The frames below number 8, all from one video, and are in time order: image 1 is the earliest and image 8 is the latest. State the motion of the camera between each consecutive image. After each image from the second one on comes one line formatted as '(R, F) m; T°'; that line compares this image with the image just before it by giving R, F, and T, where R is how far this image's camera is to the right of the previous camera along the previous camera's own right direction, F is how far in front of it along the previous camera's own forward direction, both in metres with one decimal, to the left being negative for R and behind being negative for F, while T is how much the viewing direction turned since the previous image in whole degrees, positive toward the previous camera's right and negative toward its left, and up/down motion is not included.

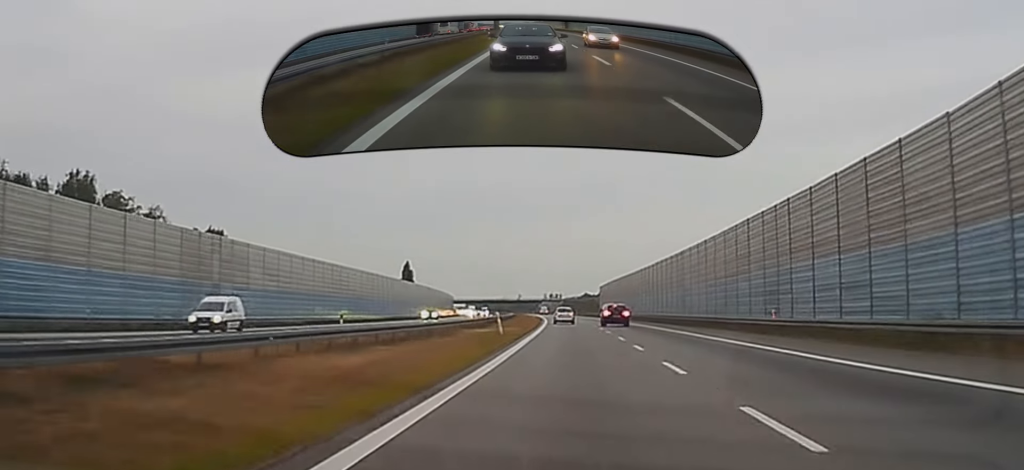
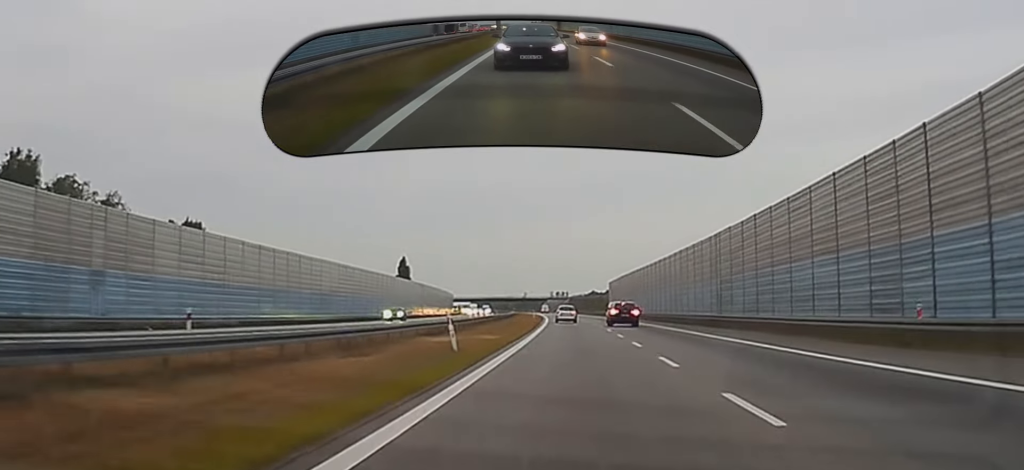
(0.0, +22.8) m; 0°
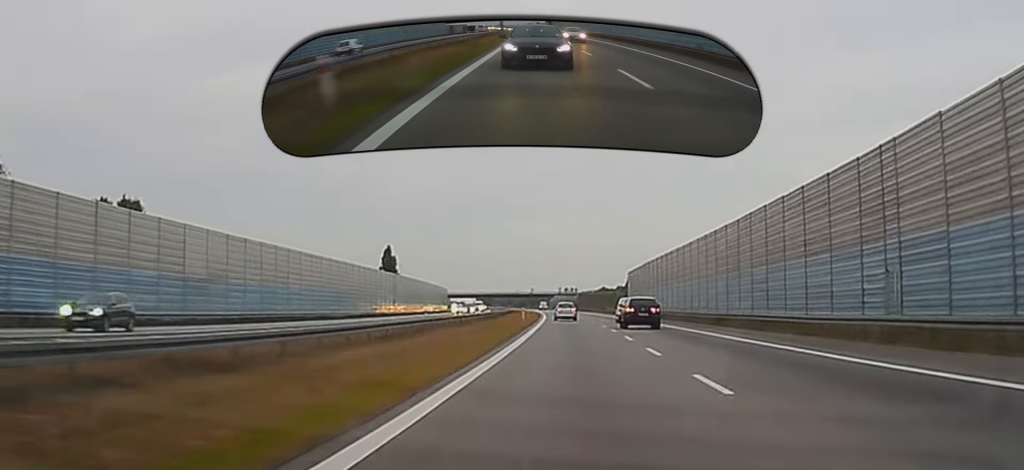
(-0.5, +43.0) m; -1°
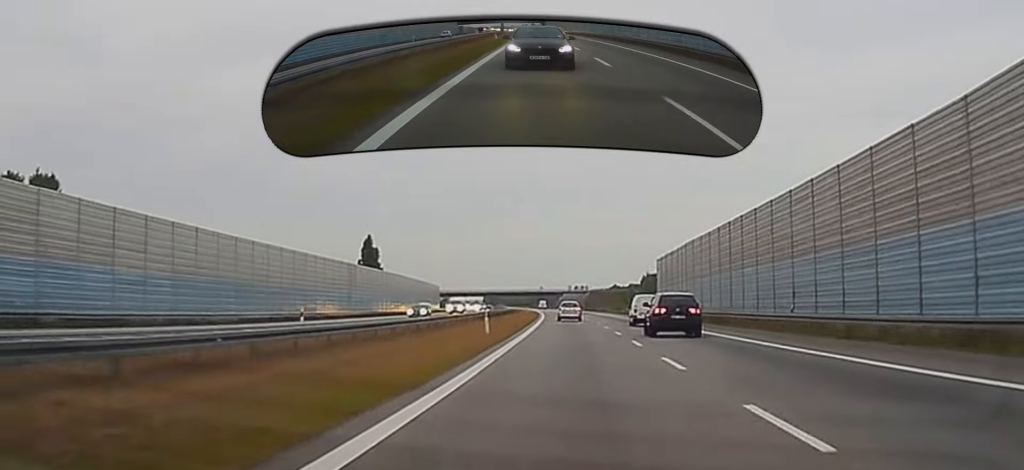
(-0.2, +42.7) m; -1°
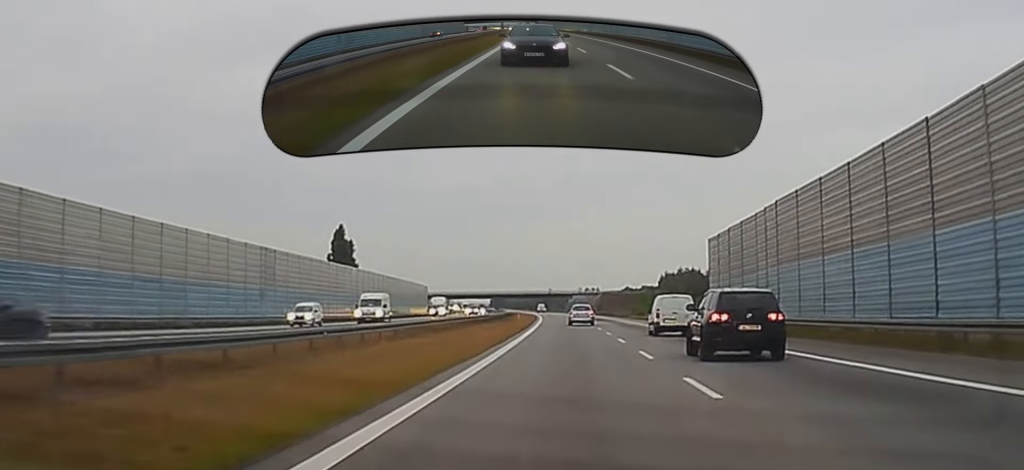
(-0.3, +42.3) m; 0°
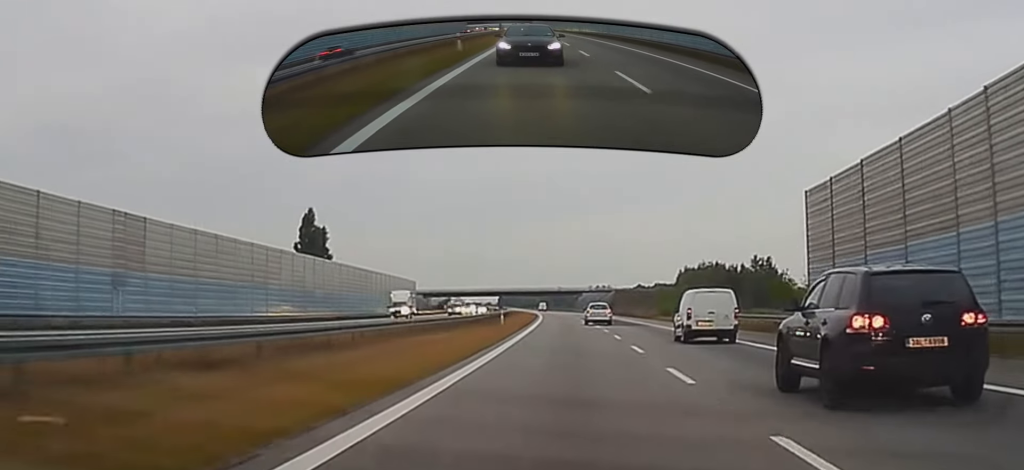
(+0.1, +33.0) m; 0°
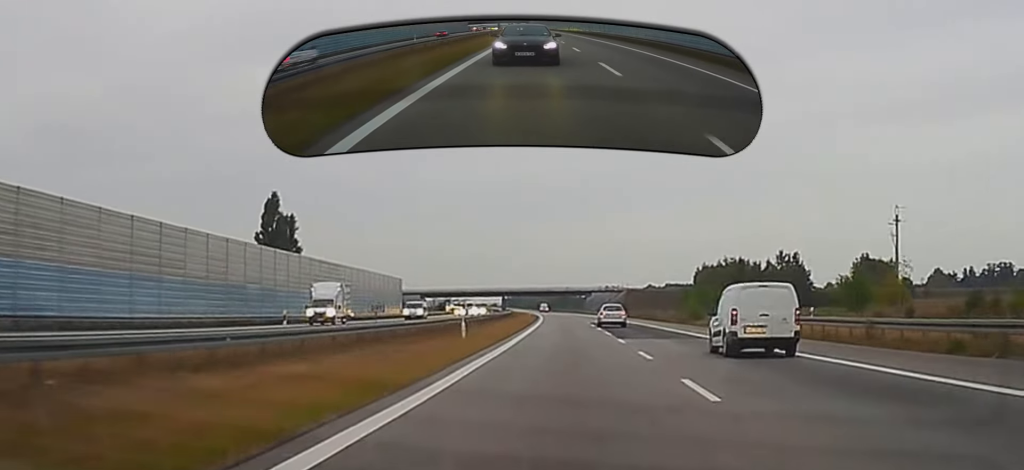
(+0.1, +27.7) m; -1°
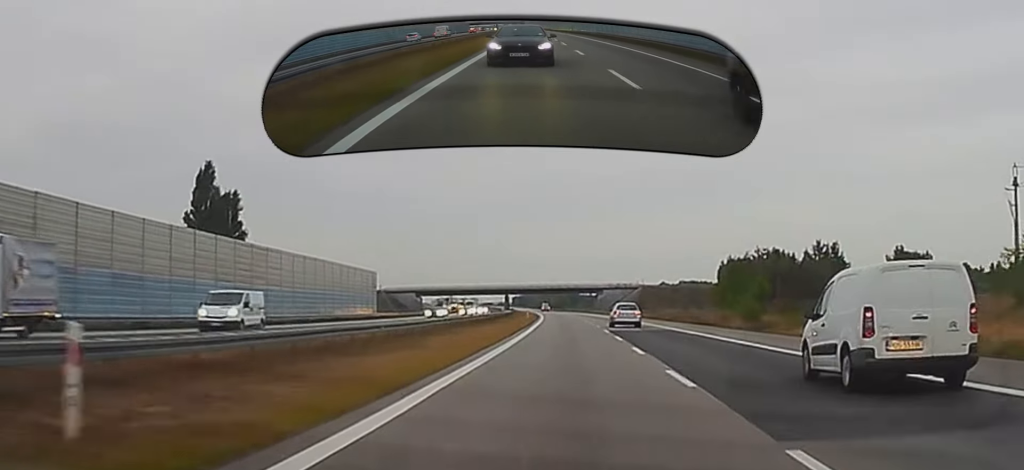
(-0.5, +33.1) m; -1°
